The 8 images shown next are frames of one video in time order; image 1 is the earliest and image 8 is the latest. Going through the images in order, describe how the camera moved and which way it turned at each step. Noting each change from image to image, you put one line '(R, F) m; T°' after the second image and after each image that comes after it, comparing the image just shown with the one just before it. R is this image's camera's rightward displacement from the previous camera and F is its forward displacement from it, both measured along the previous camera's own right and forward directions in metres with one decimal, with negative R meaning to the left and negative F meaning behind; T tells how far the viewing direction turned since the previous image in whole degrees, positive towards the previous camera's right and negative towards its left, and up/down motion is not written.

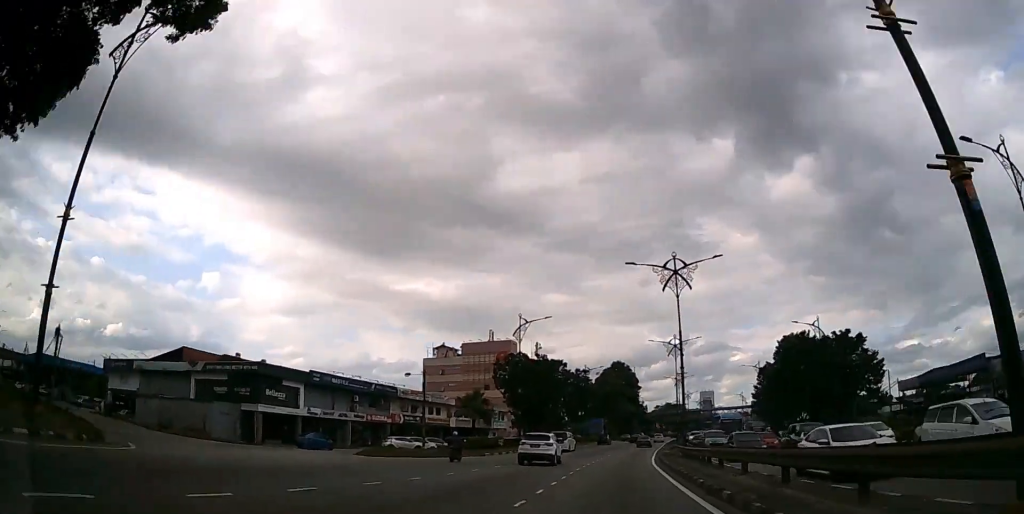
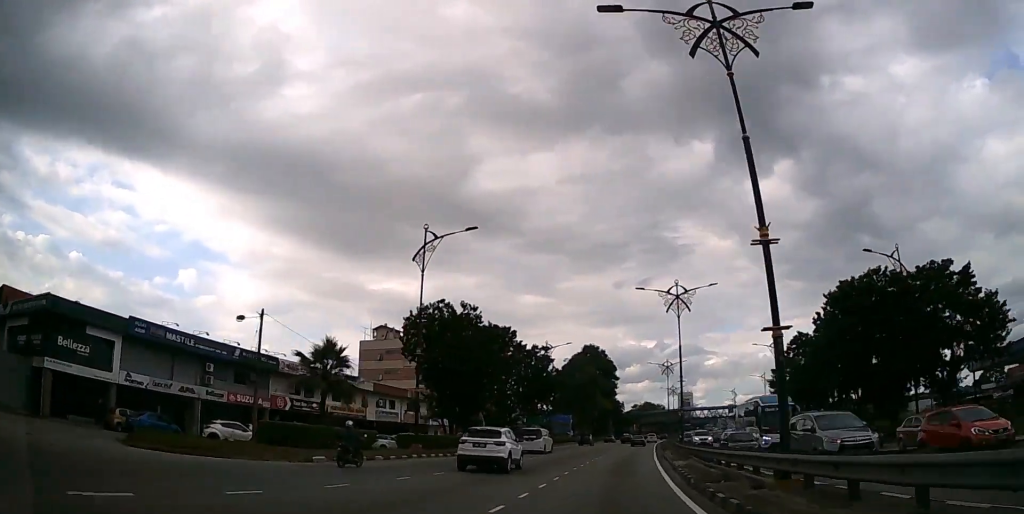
(+0.5, +22.6) m; +3°
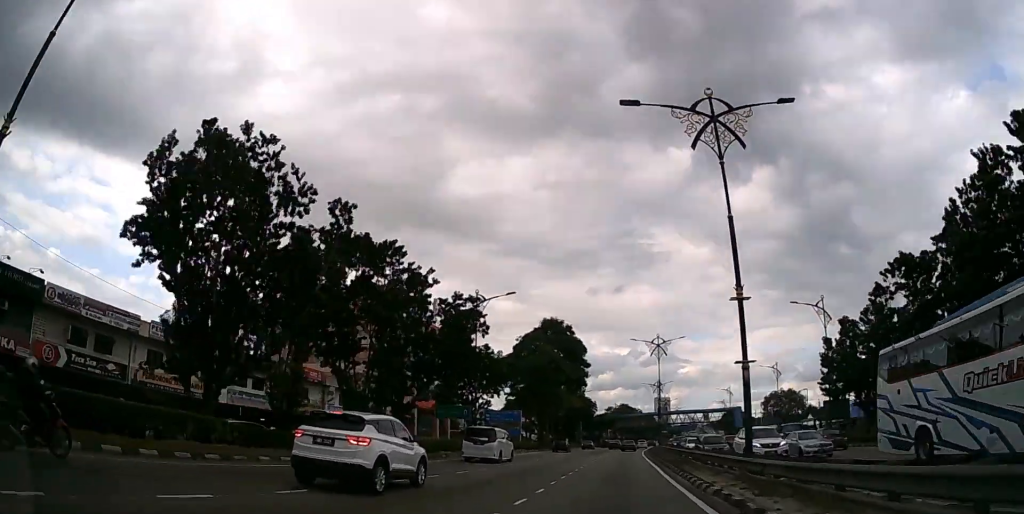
(+0.7, +25.4) m; +3°
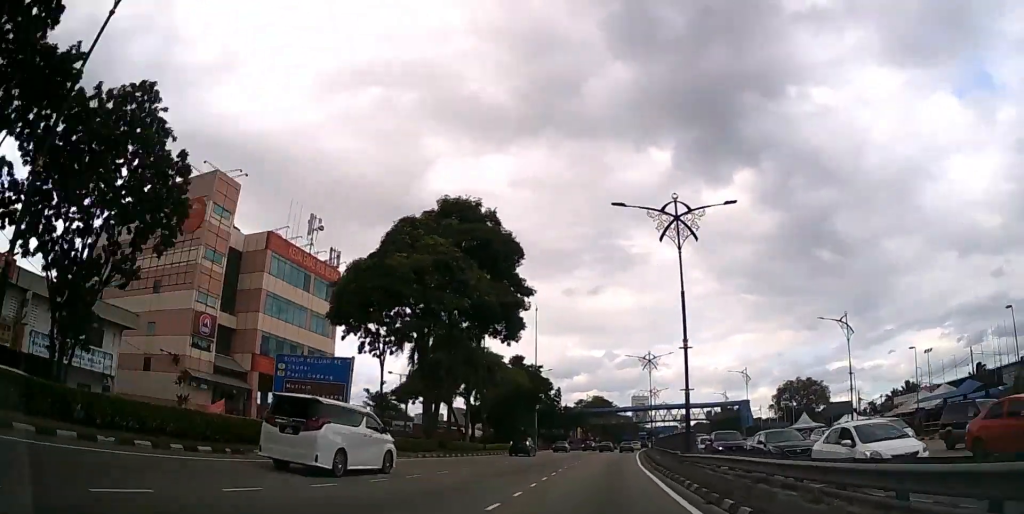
(+1.3, +37.2) m; +3°
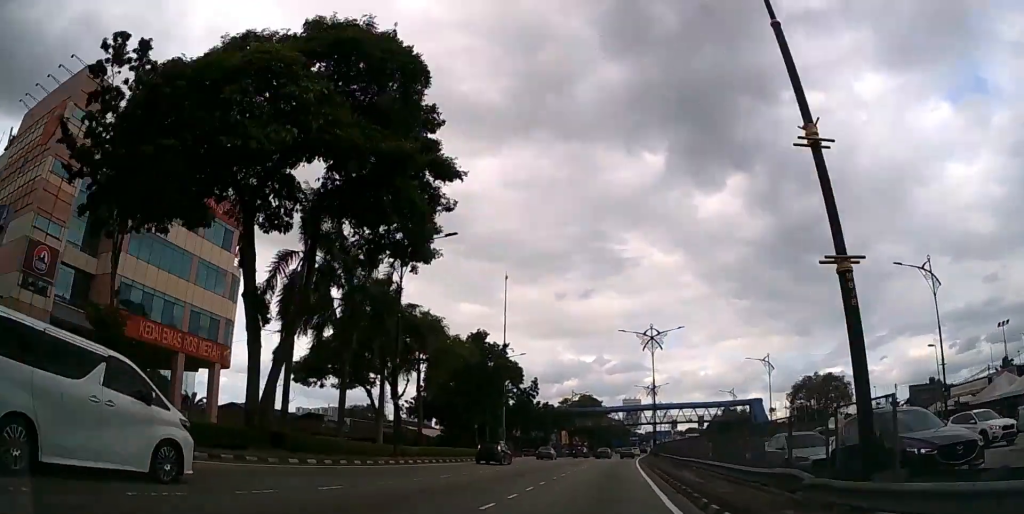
(+0.2, +17.4) m; +1°
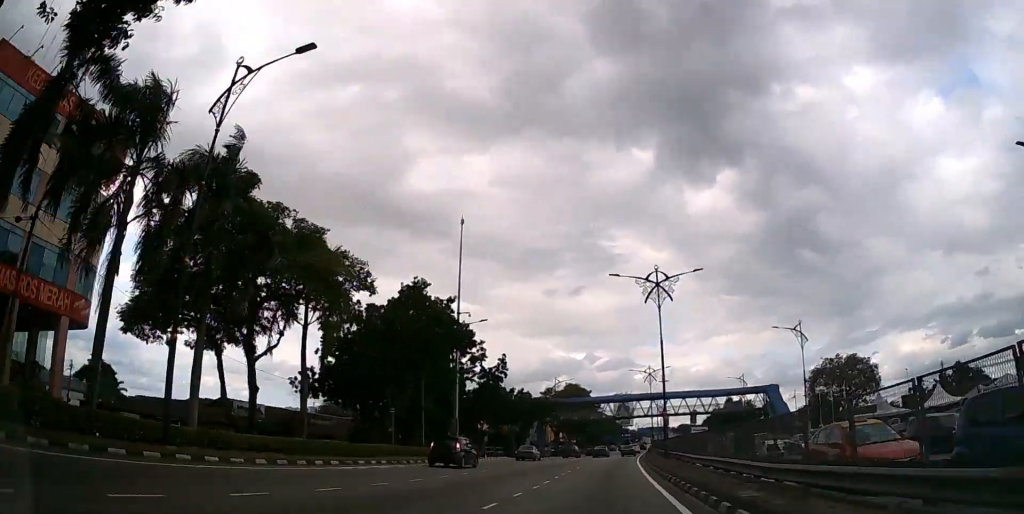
(+0.1, +16.6) m; +1°
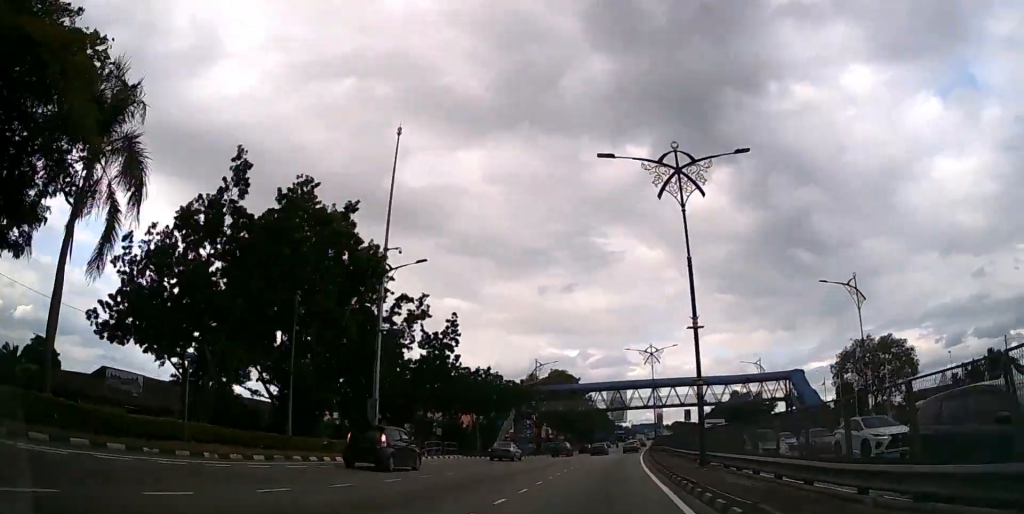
(+0.1, +16.0) m; +1°
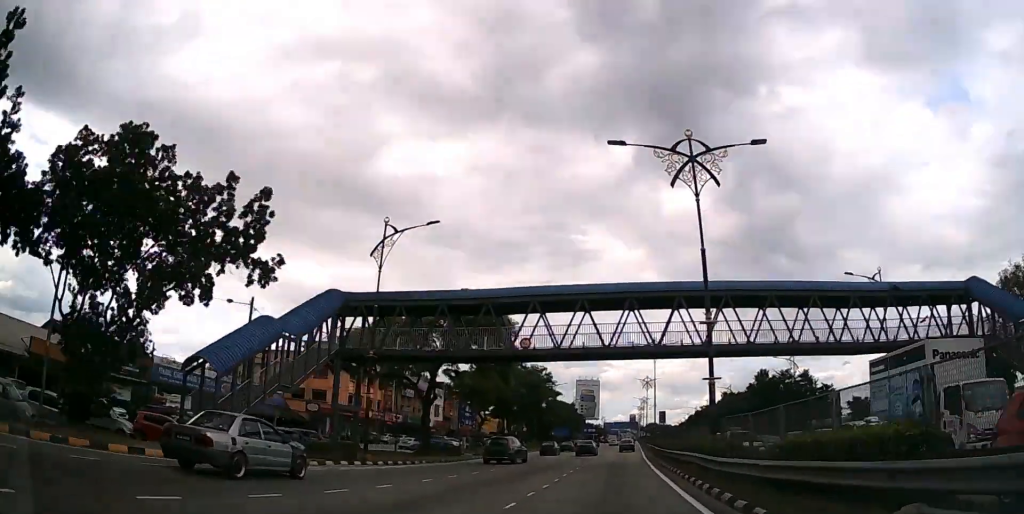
(+0.8, +46.6) m; +2°
